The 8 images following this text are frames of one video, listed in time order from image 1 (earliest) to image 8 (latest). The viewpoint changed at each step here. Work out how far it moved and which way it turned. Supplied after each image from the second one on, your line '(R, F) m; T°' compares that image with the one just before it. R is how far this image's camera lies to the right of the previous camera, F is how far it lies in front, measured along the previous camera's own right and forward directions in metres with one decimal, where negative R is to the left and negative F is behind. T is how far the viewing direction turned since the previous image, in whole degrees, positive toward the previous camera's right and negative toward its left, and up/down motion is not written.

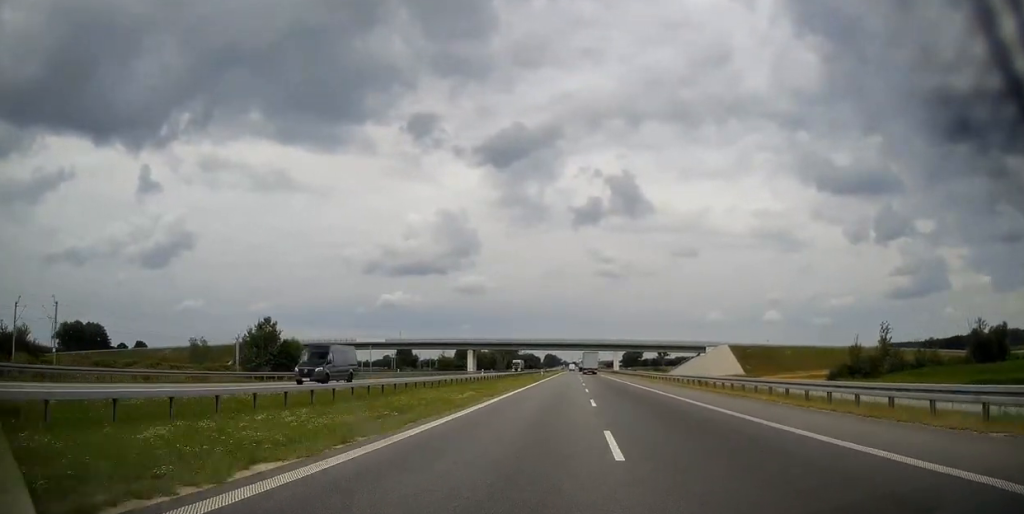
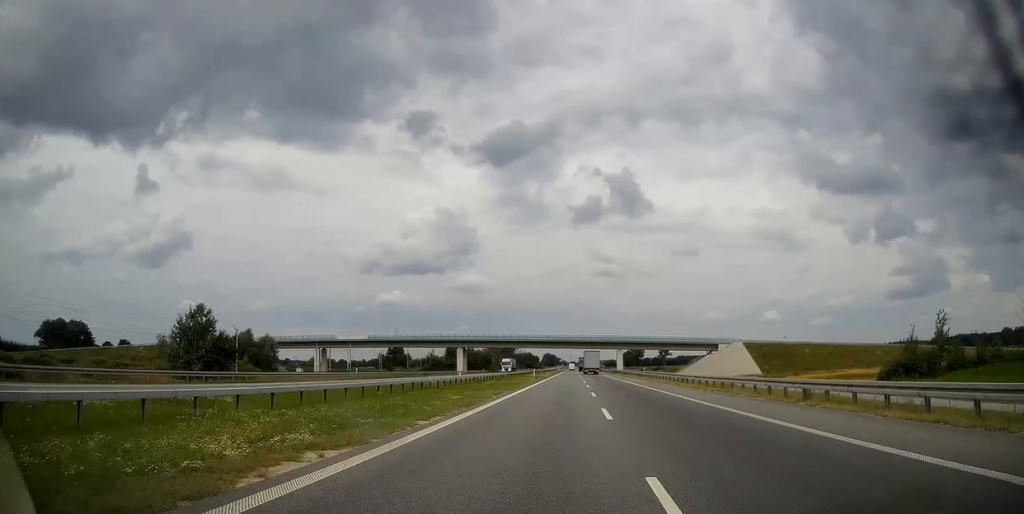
(0.0, +17.4) m; 0°
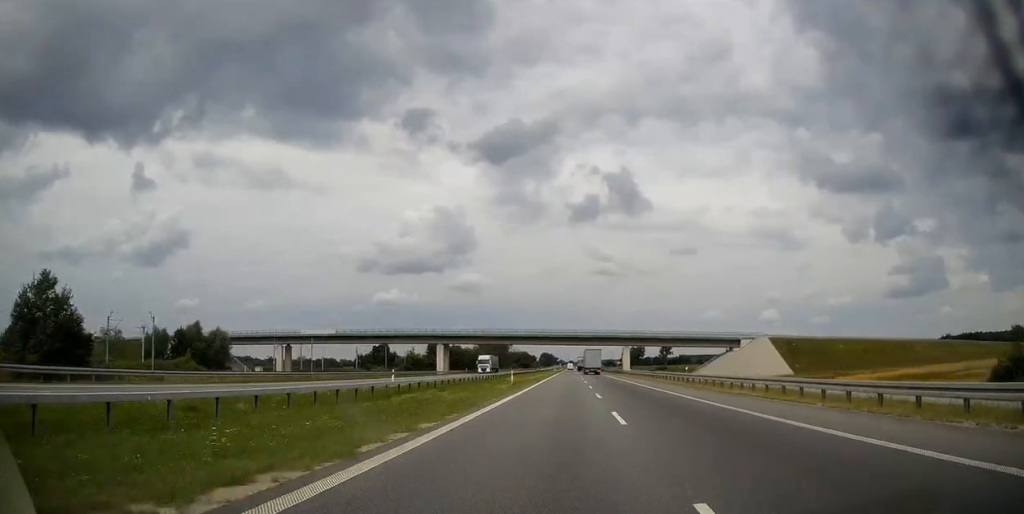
(0.0, +25.5) m; 0°
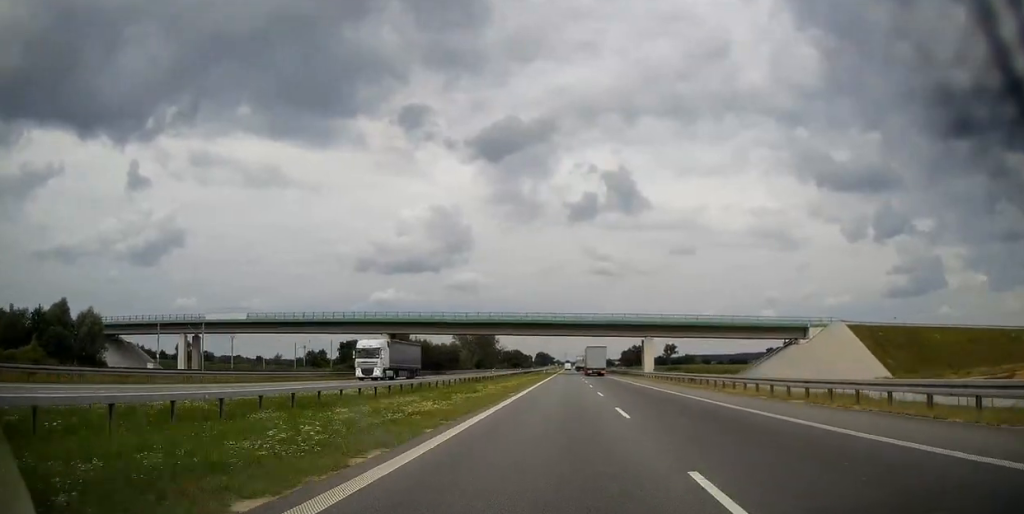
(+0.1, +46.3) m; 0°
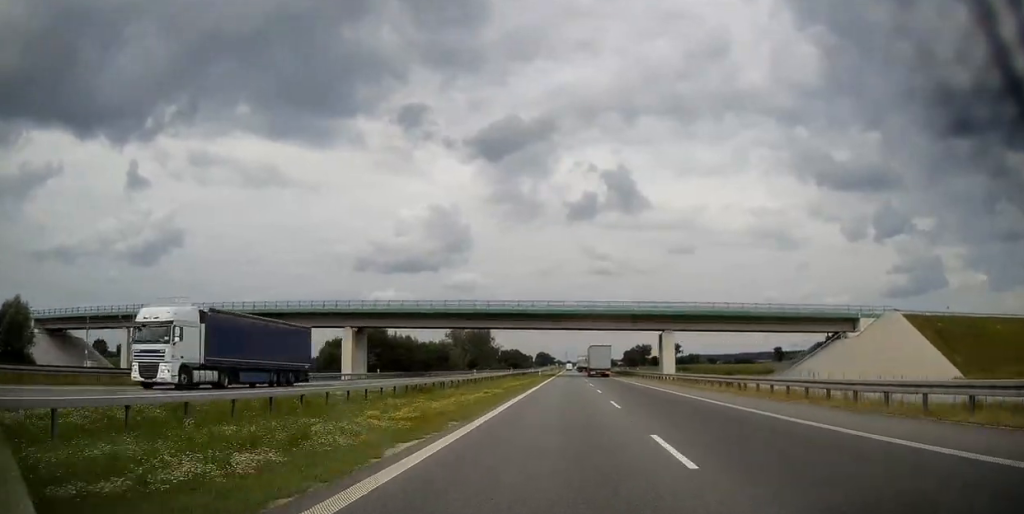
(0.0, +19.6) m; 0°
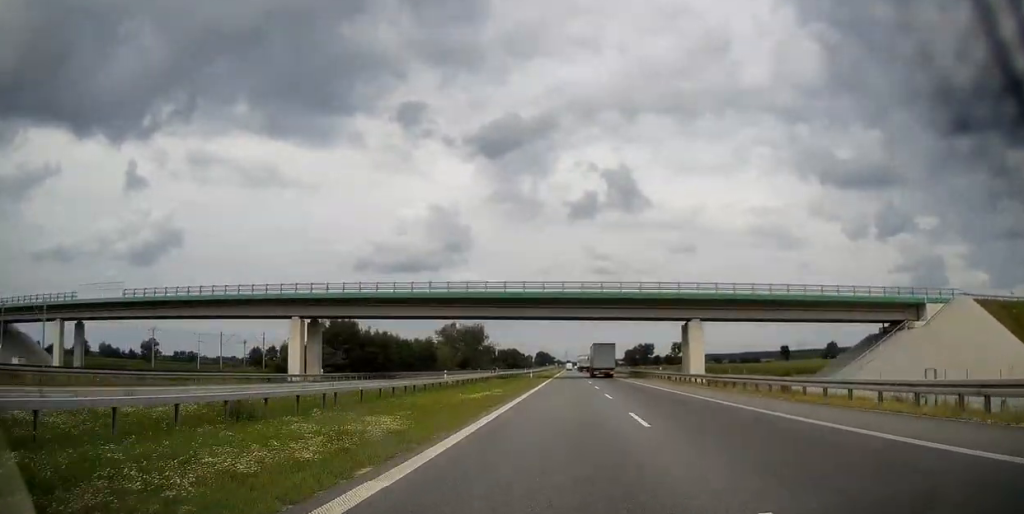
(0.0, +18.5) m; 0°
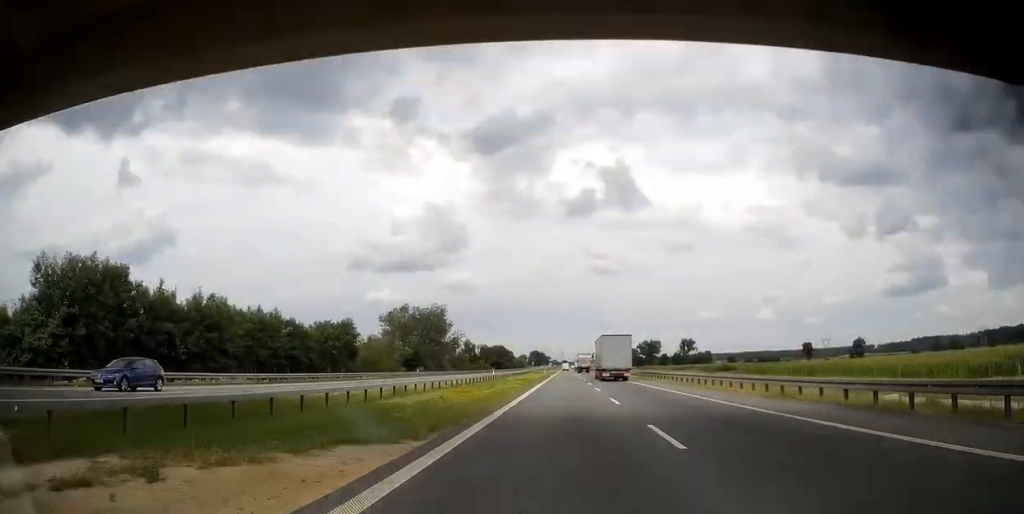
(+0.1, +63.5) m; 0°
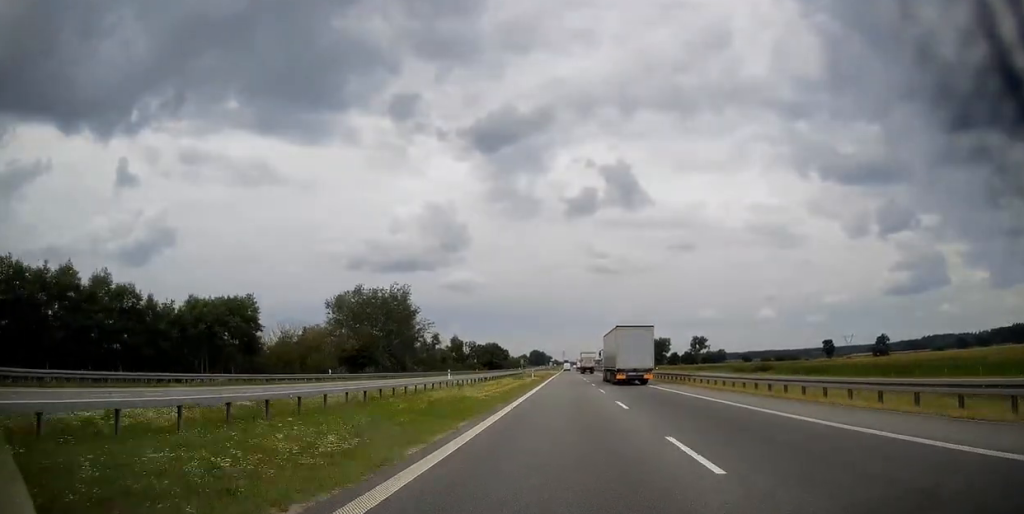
(0.0, +38.1) m; 0°
